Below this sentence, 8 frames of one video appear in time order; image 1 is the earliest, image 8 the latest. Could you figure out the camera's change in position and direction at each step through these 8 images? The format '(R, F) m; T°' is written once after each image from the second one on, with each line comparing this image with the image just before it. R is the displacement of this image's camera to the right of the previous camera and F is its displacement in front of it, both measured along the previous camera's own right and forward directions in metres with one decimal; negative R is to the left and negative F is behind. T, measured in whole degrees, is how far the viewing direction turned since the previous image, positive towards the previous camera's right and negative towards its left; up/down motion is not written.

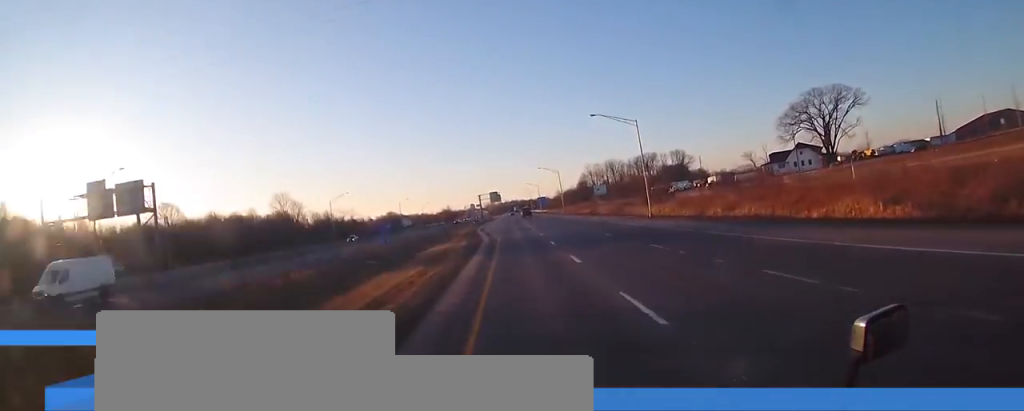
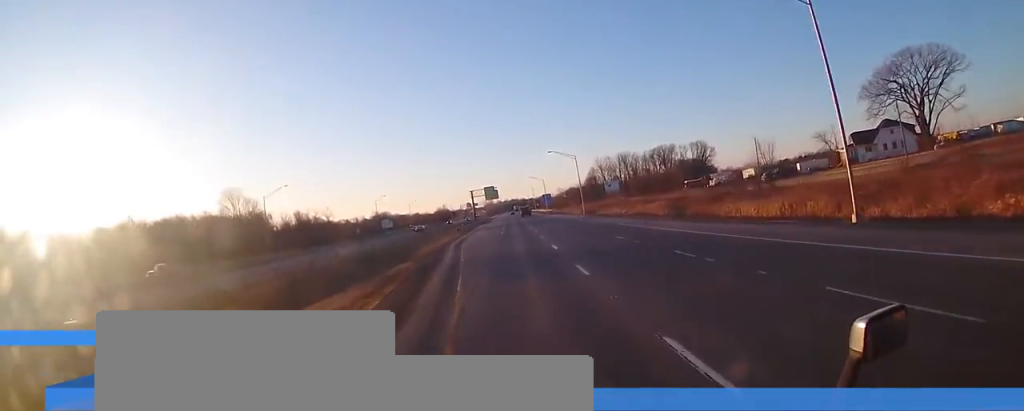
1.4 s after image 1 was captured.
(0.0, +41.3) m; 0°
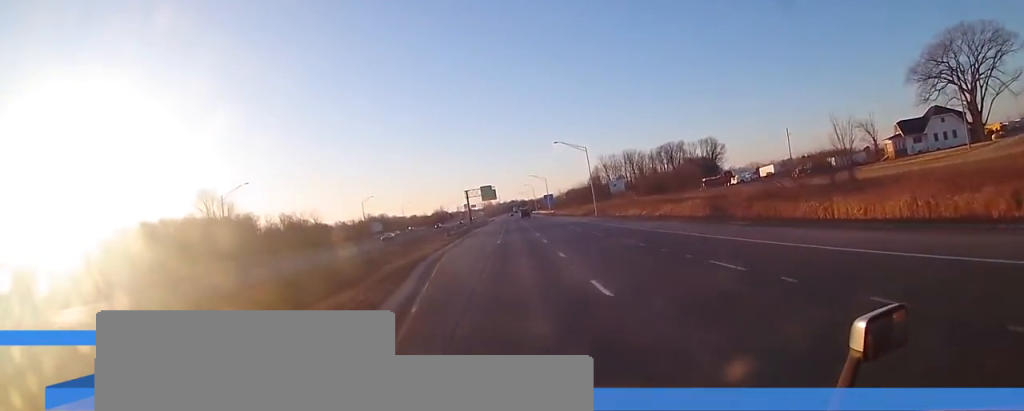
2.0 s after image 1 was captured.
(0.0, +16.0) m; 0°
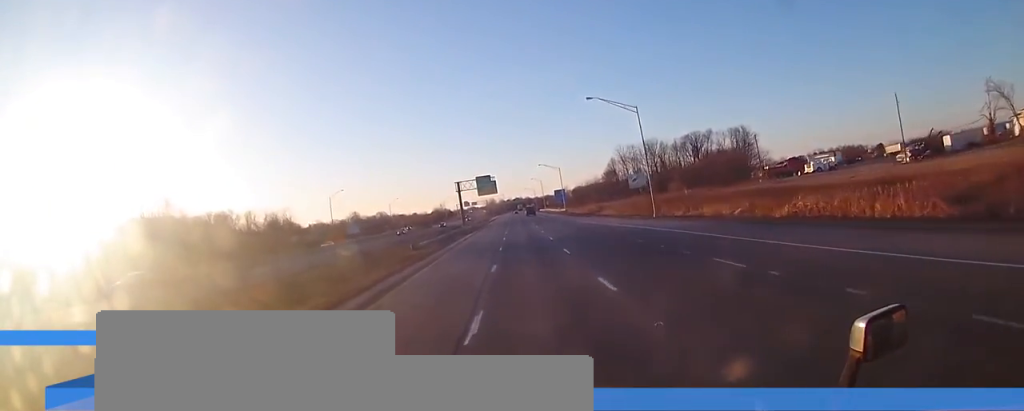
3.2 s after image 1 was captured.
(-0.2, +36.0) m; -1°
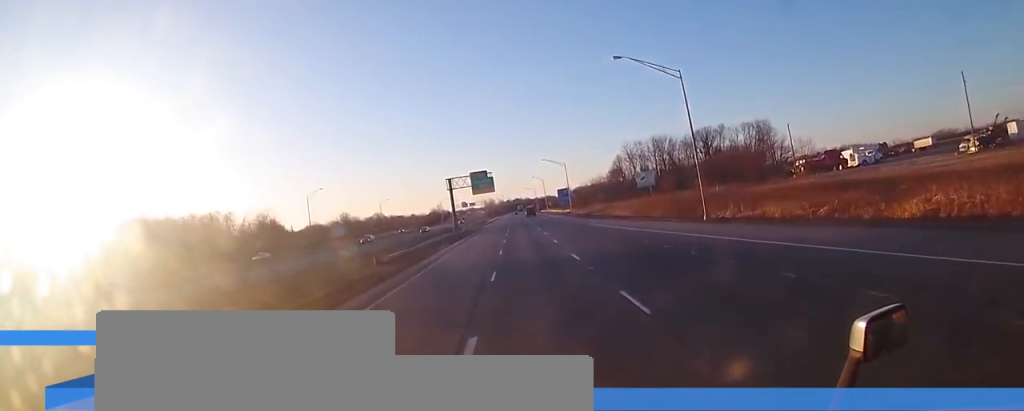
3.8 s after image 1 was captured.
(-0.2, +16.1) m; 0°
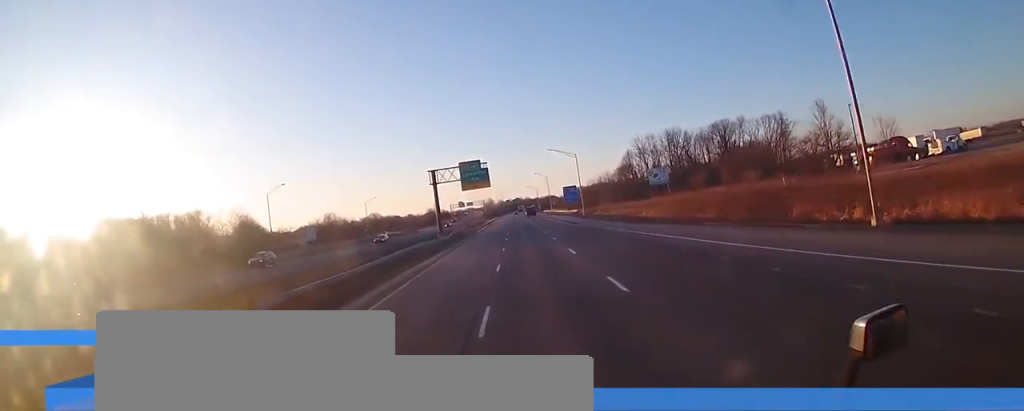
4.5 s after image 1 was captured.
(+0.1, +20.9) m; 0°
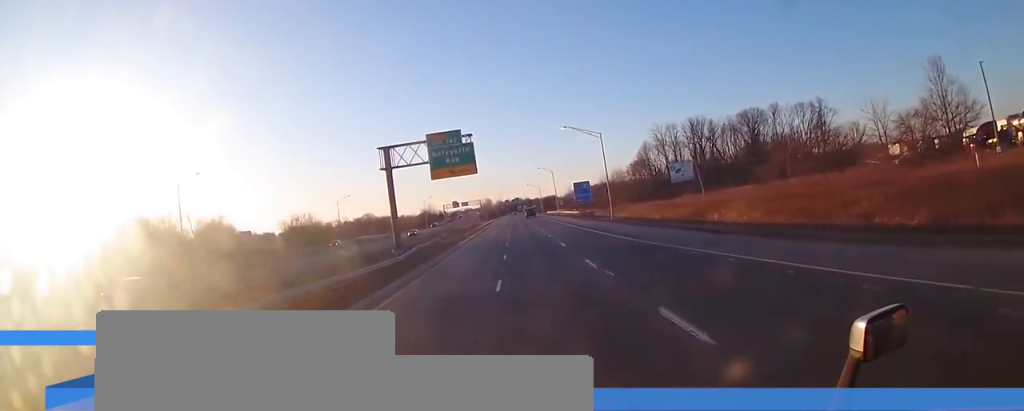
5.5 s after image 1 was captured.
(0.0, +30.7) m; 0°
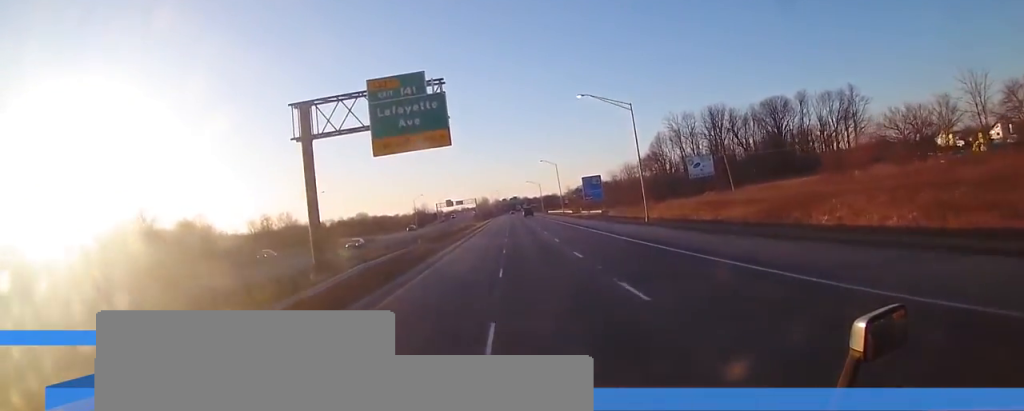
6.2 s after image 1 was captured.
(-0.1, +20.5) m; 0°
